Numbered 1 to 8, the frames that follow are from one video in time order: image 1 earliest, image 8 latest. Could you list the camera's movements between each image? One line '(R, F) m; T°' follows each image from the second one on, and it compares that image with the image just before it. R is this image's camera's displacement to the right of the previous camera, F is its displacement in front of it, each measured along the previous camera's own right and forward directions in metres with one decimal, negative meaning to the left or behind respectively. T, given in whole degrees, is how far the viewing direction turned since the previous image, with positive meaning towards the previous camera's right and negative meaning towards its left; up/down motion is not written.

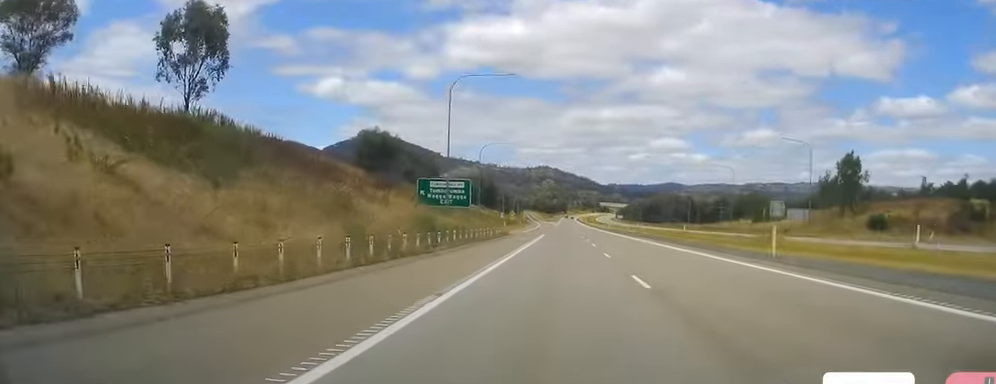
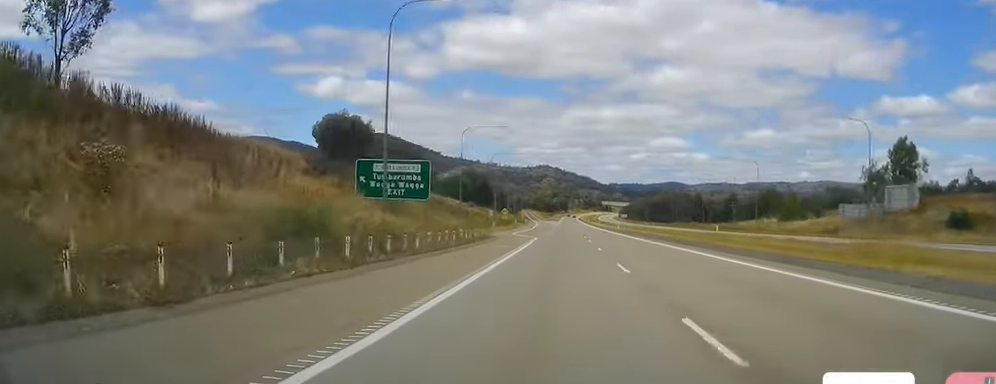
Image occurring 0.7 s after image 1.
(+0.1, +20.2) m; 0°
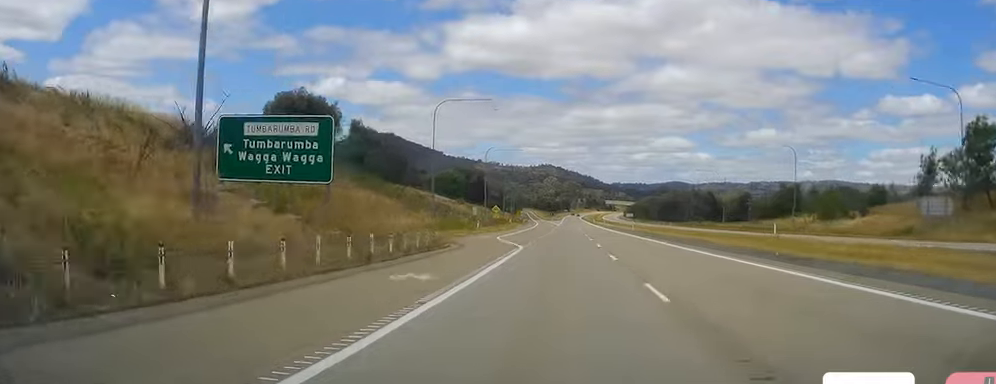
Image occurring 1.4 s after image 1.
(0.0, +20.2) m; 0°
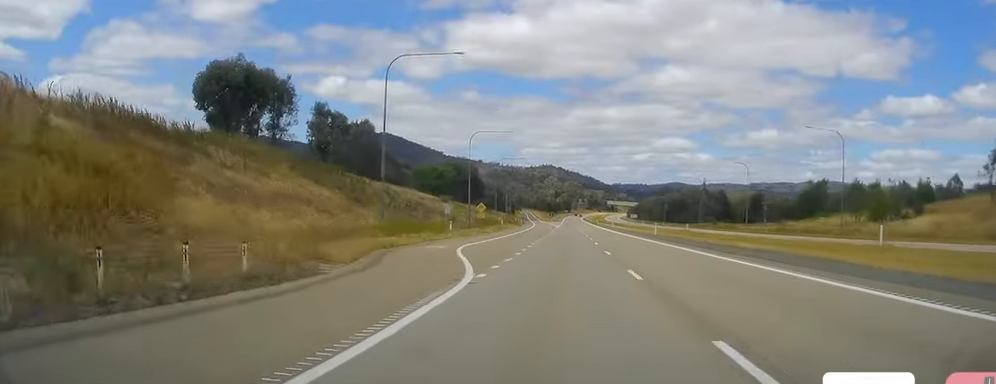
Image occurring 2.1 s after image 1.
(0.0, +19.2) m; 0°
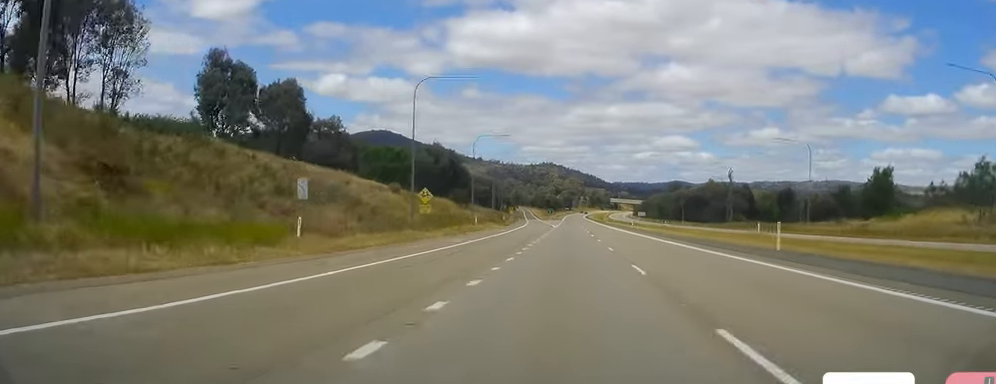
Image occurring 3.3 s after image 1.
(-0.1, +35.5) m; -1°
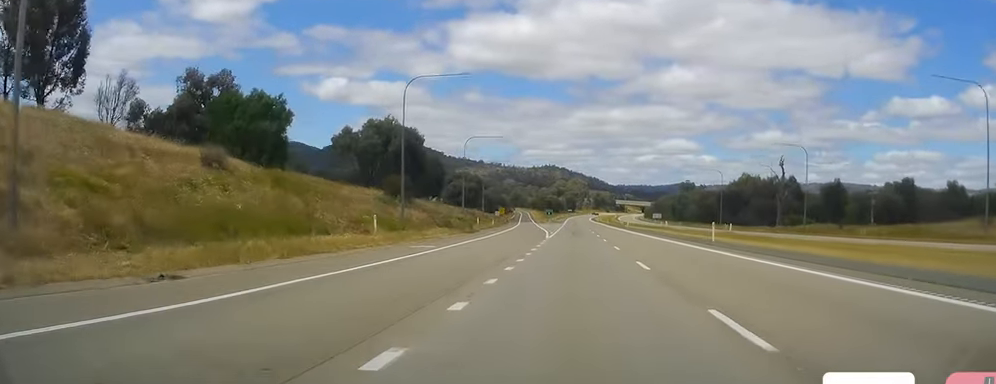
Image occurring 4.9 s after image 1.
(-0.2, +45.8) m; +1°
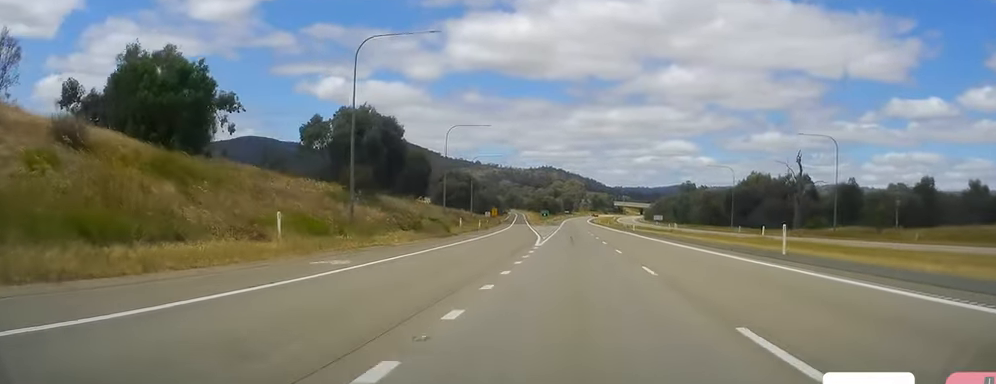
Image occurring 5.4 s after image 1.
(+0.1, +13.4) m; +1°
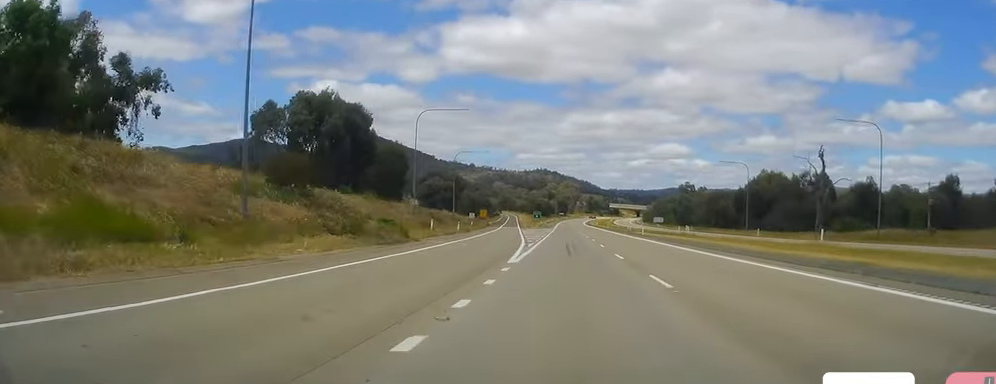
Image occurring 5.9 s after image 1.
(+0.1, +15.3) m; 0°
